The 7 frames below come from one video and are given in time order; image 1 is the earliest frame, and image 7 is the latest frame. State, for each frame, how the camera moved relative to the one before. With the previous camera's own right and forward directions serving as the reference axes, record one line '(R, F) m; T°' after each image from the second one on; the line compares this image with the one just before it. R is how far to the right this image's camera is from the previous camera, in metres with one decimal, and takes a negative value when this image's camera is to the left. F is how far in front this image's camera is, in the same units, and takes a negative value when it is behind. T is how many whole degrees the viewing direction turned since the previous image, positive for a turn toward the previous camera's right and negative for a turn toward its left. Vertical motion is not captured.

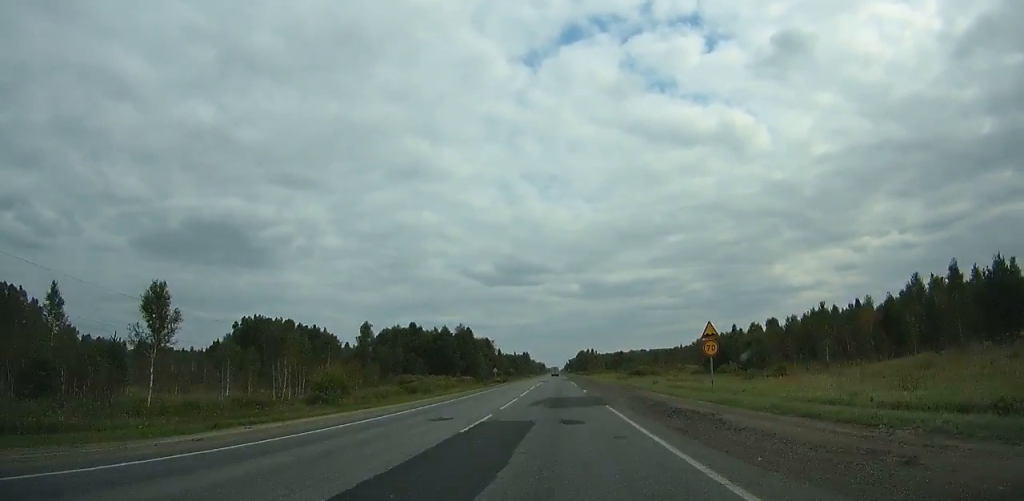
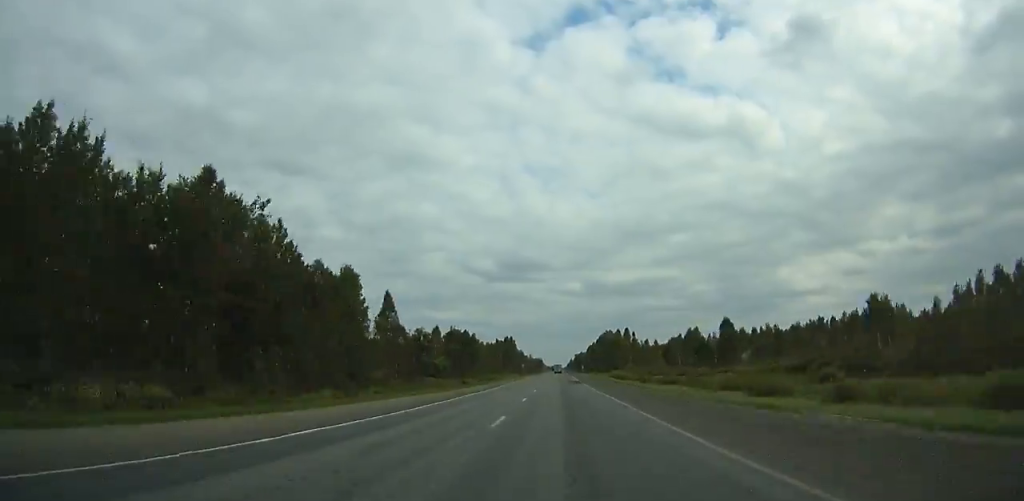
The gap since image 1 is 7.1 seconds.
(0.0, +161.1) m; 0°
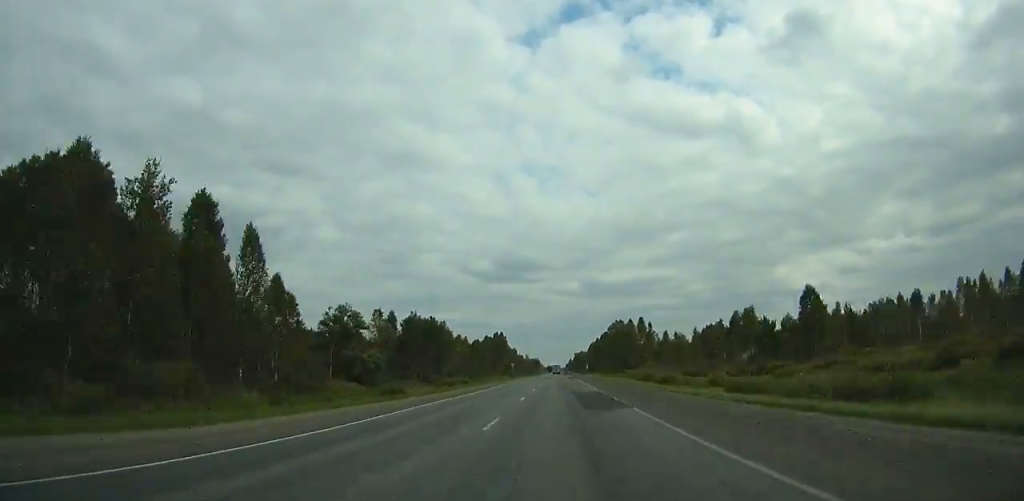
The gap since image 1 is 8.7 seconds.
(0.0, +36.4) m; 0°
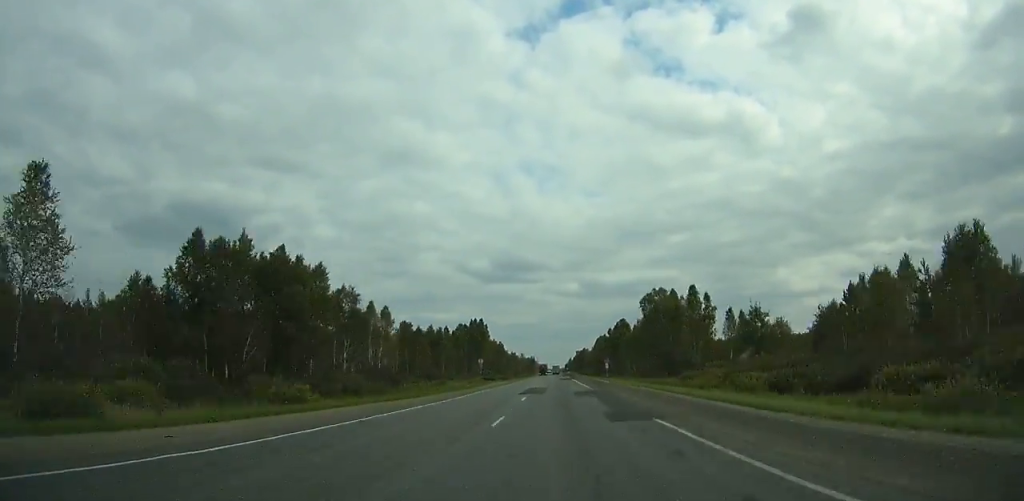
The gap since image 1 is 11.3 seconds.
(+0.1, +58.9) m; 0°
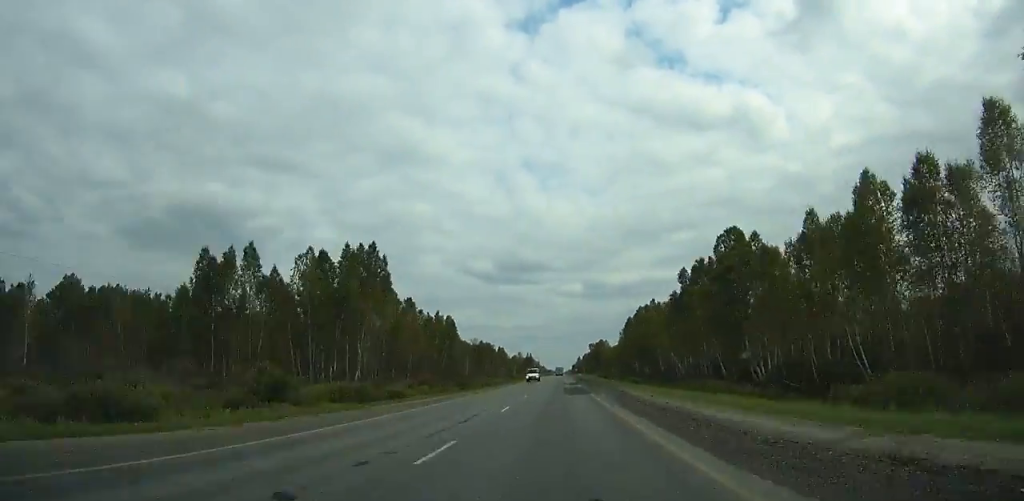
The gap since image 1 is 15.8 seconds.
(+0.3, +101.4) m; 0°
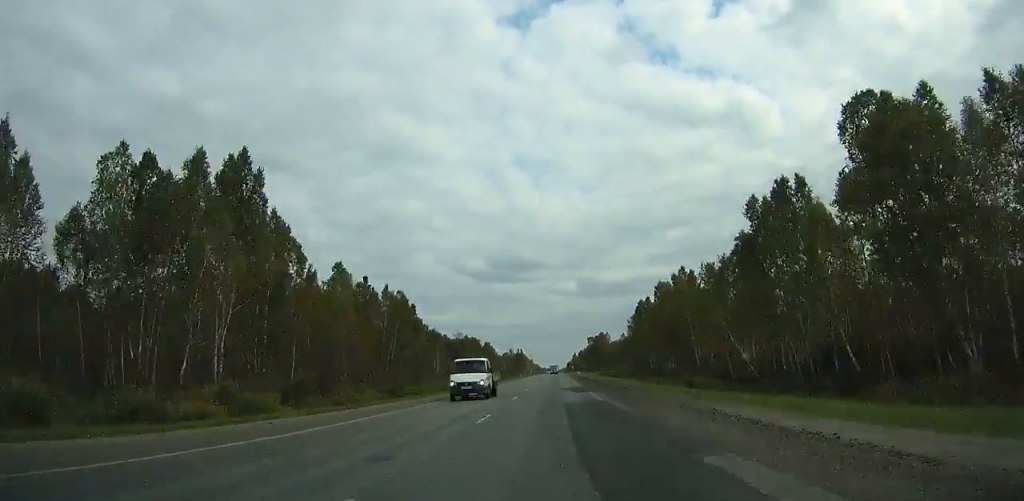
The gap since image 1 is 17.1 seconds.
(0.0, +29.4) m; 0°
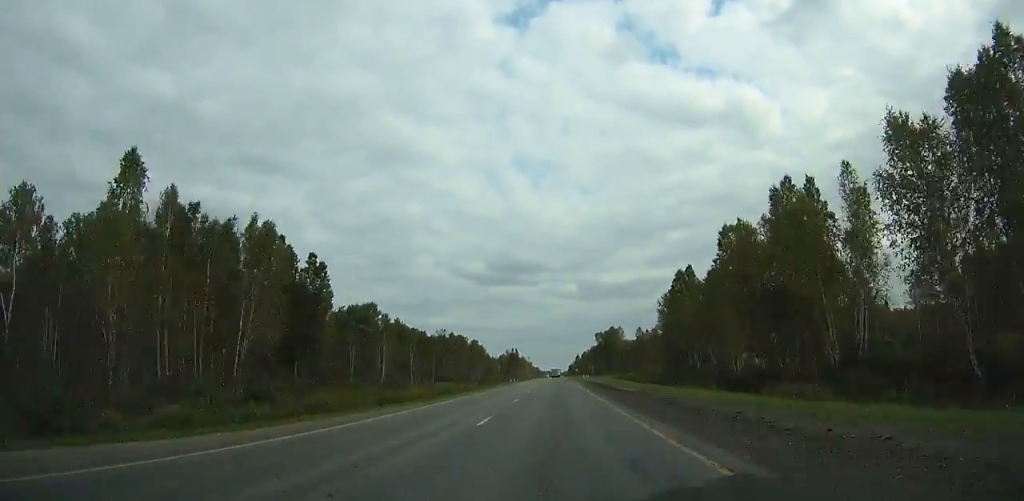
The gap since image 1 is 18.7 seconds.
(-0.1, +36.3) m; 0°
